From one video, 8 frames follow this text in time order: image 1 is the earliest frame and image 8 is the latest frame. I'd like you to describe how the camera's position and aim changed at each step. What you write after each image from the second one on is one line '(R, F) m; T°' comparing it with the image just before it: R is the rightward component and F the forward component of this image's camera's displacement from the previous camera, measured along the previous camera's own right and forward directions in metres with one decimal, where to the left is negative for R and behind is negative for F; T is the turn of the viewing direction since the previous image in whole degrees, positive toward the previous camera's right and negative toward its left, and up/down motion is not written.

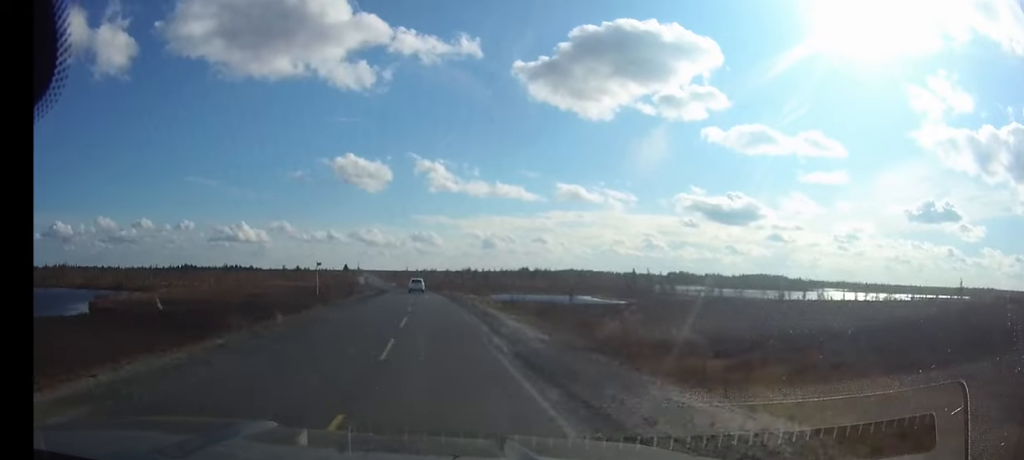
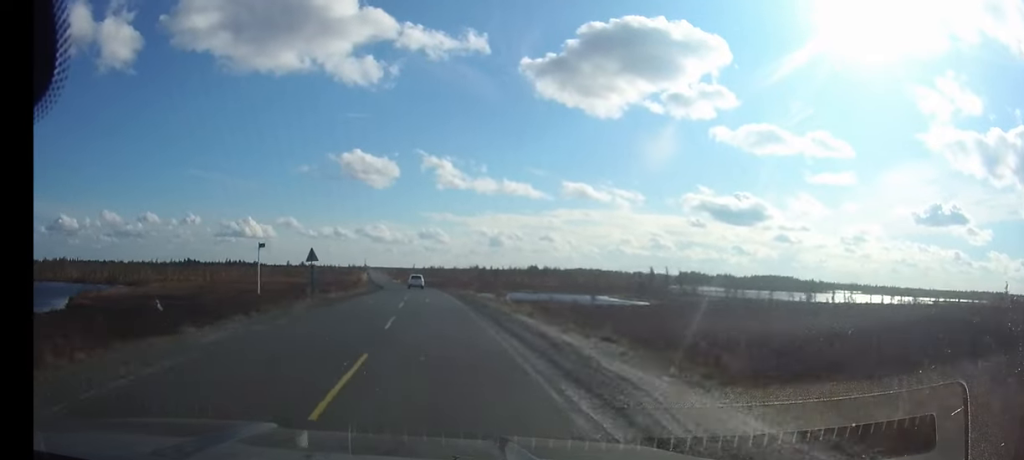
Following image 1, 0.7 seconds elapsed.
(-0.2, +14.9) m; -1°
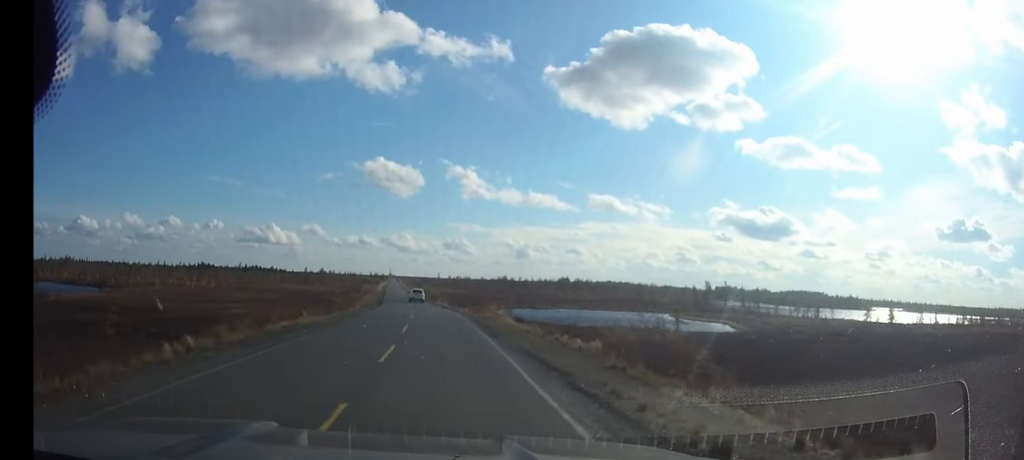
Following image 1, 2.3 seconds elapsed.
(-0.8, +35.1) m; -3°
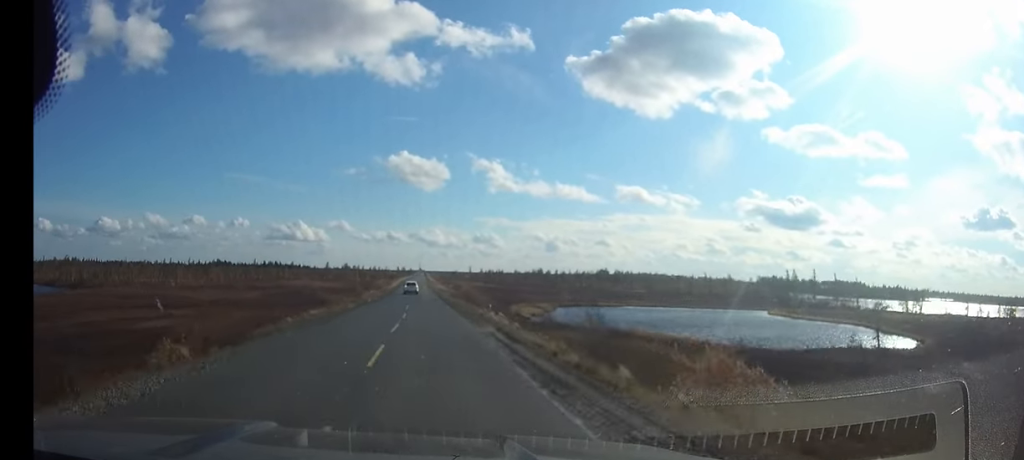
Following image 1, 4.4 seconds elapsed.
(-1.1, +44.3) m; -3°
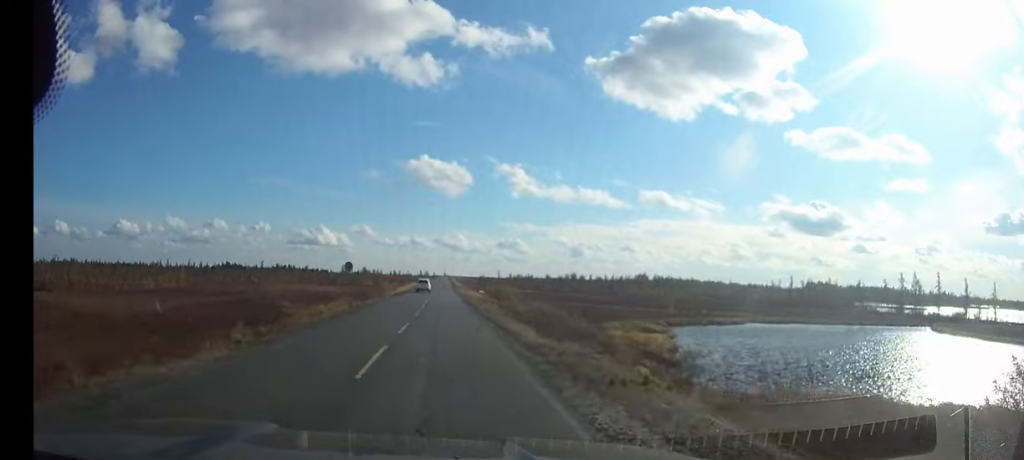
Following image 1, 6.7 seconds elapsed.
(-1.0, +48.2) m; -2°
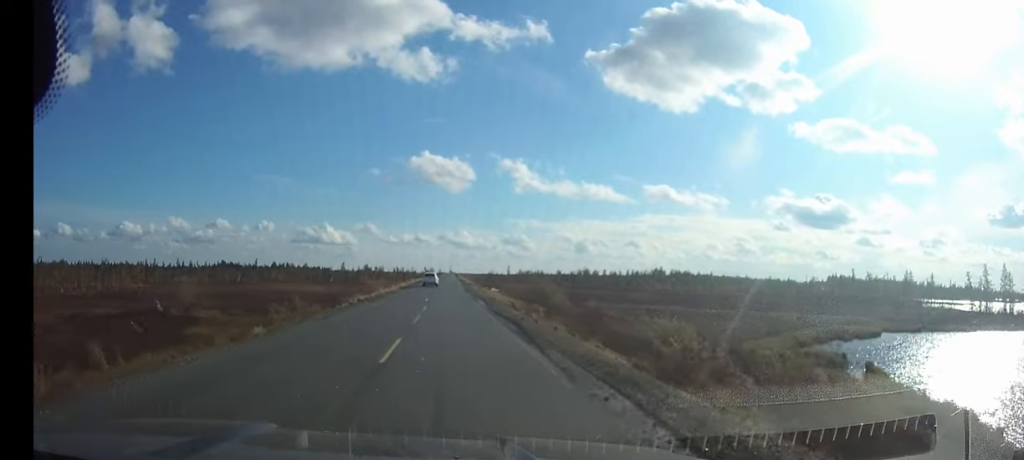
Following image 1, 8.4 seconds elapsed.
(-0.3, +33.3) m; -1°
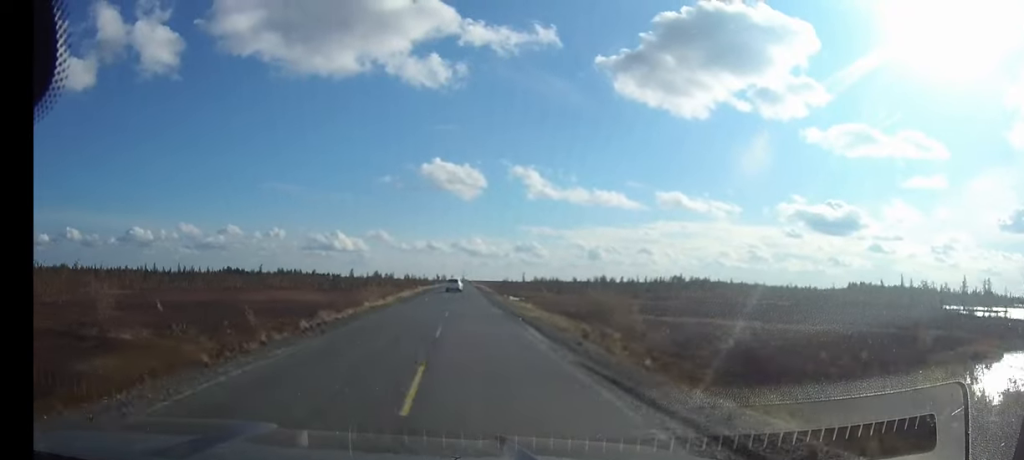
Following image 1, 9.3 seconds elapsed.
(0.0, +18.0) m; 0°
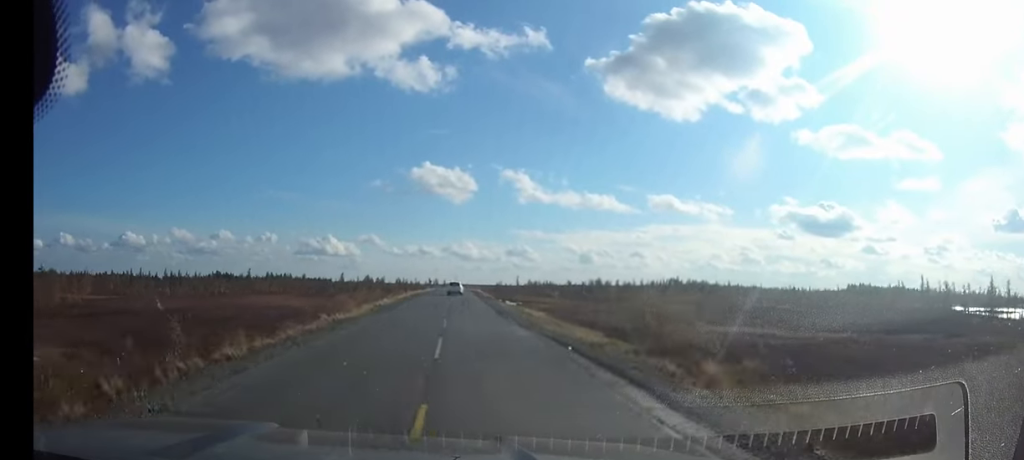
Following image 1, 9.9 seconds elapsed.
(0.0, +11.6) m; 0°
